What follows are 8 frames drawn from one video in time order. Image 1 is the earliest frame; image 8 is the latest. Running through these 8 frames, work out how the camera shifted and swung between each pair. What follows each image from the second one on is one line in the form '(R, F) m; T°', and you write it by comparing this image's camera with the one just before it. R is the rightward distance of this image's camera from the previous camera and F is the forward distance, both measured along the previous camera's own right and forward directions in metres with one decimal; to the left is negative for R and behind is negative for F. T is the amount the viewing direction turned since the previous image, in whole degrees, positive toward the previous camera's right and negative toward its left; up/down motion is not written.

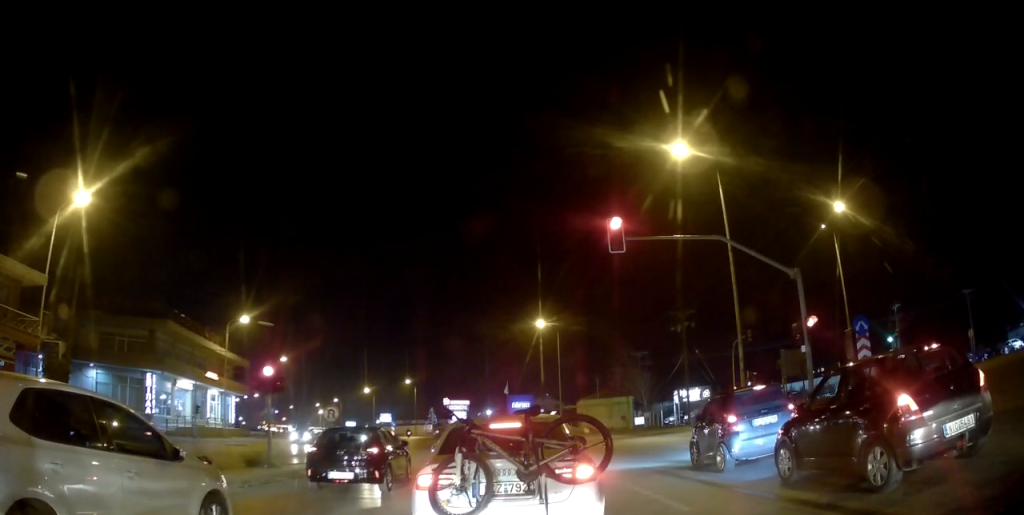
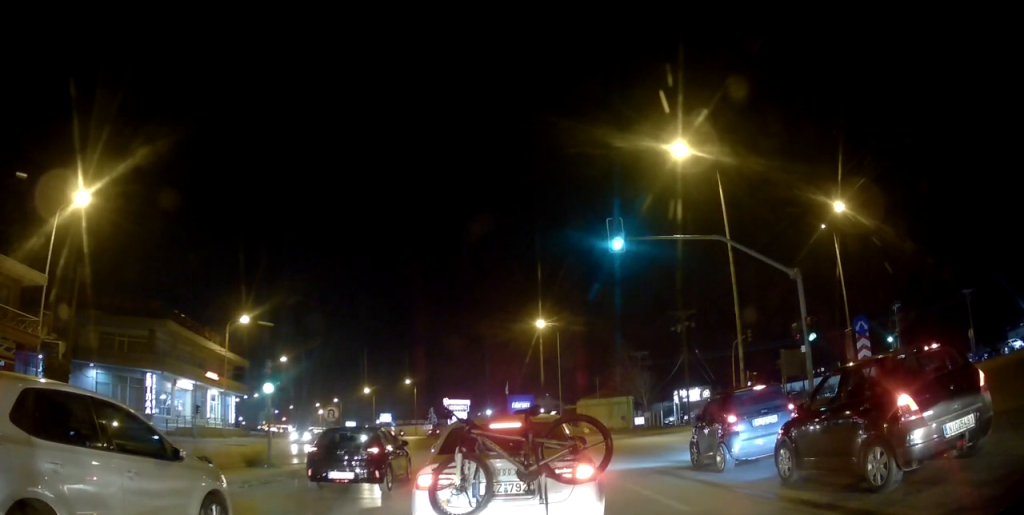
(0.0, 0.0) m; 0°
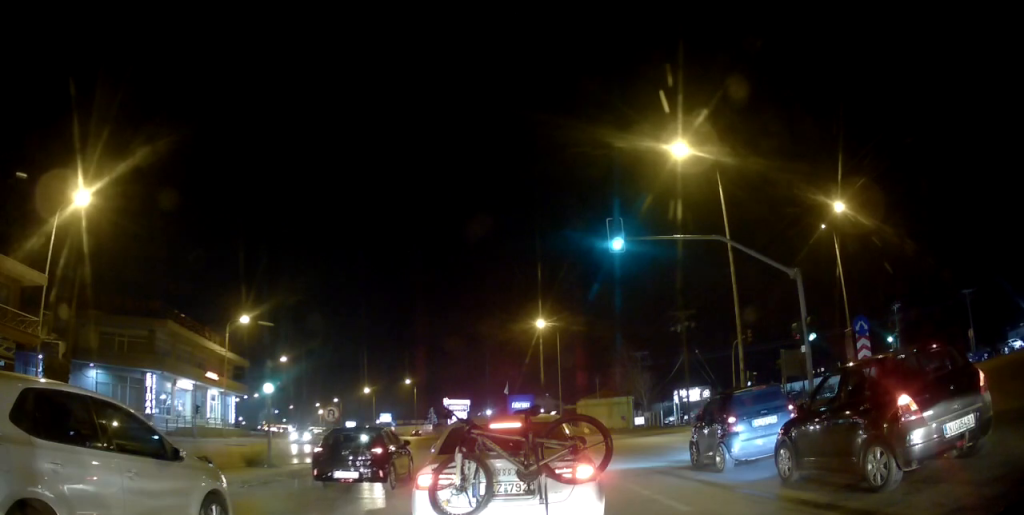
(0.0, 0.0) m; 0°
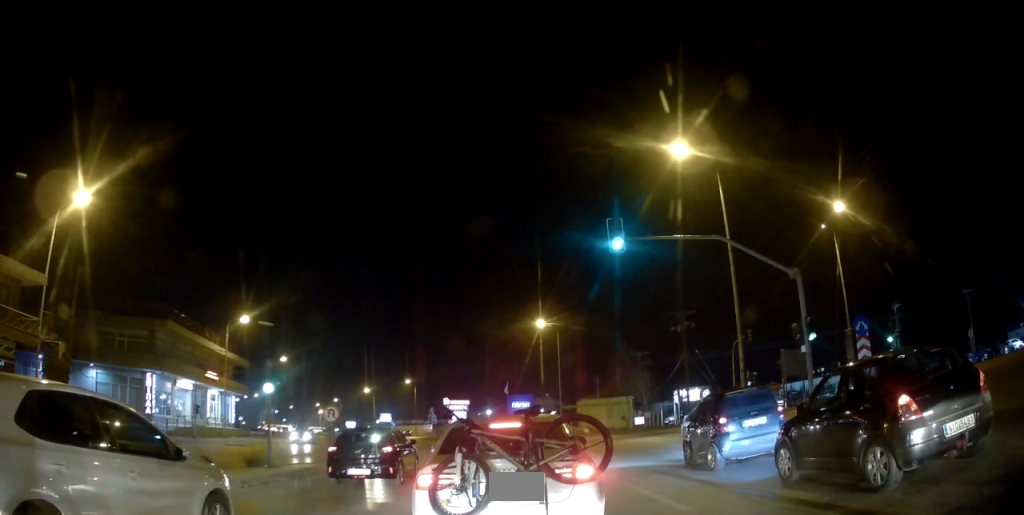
(0.0, 0.0) m; 0°
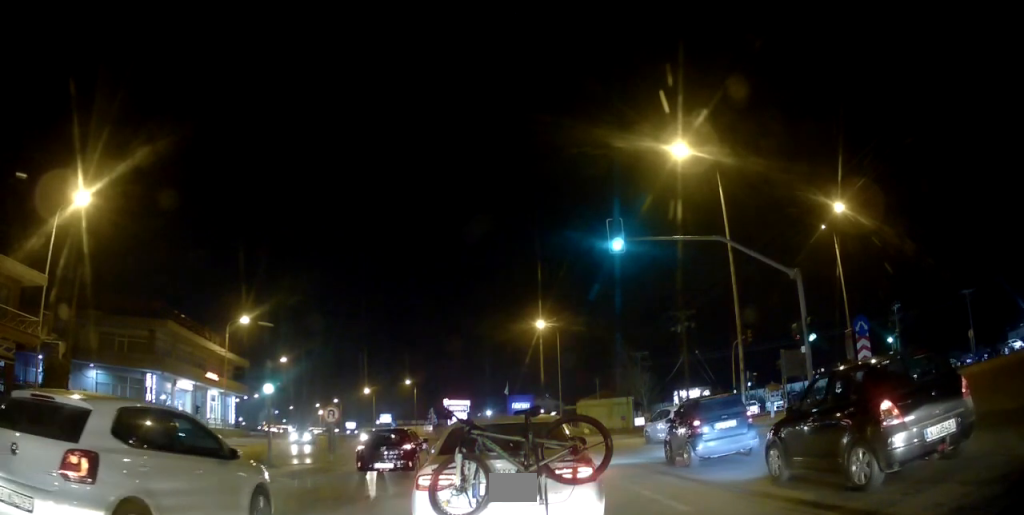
(0.0, 0.0) m; 0°
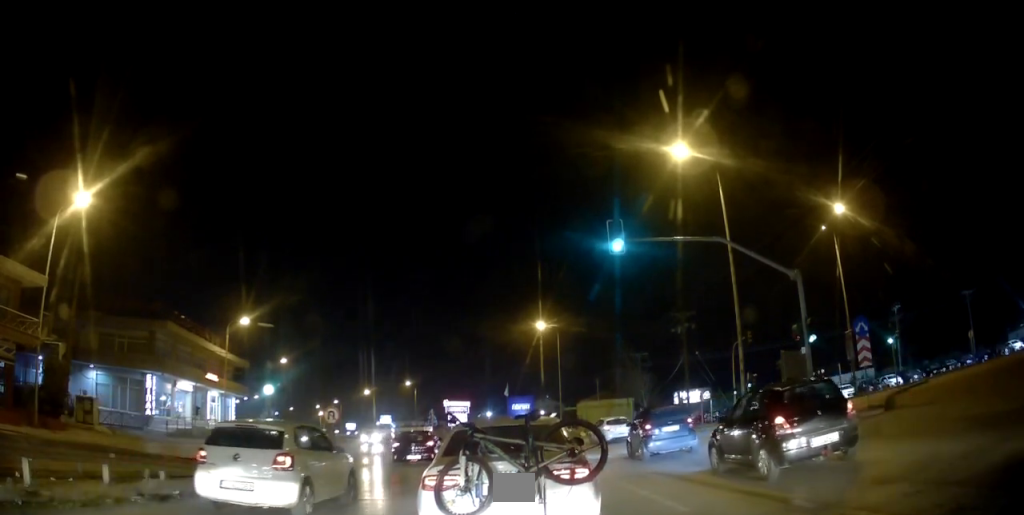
(0.0, 0.0) m; 0°
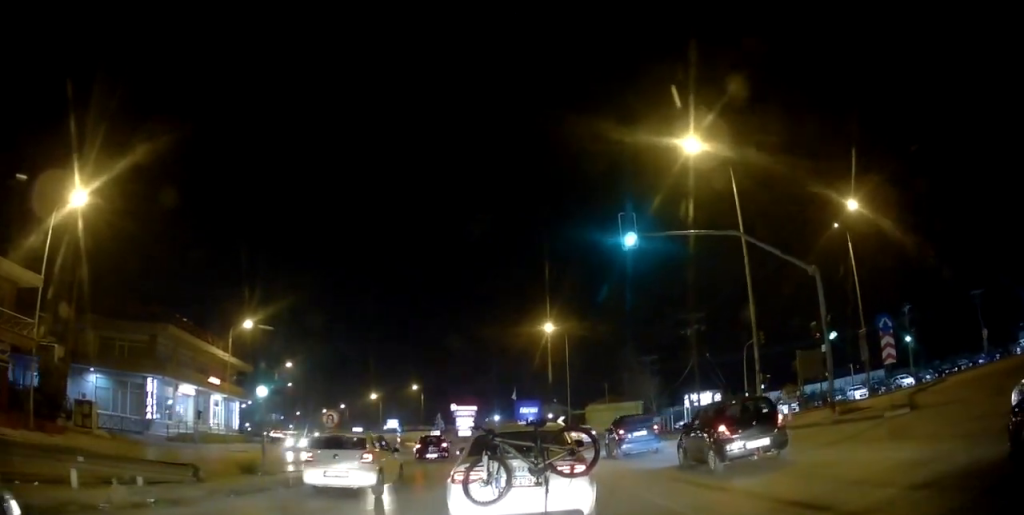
(0.0, +0.7) m; 0°
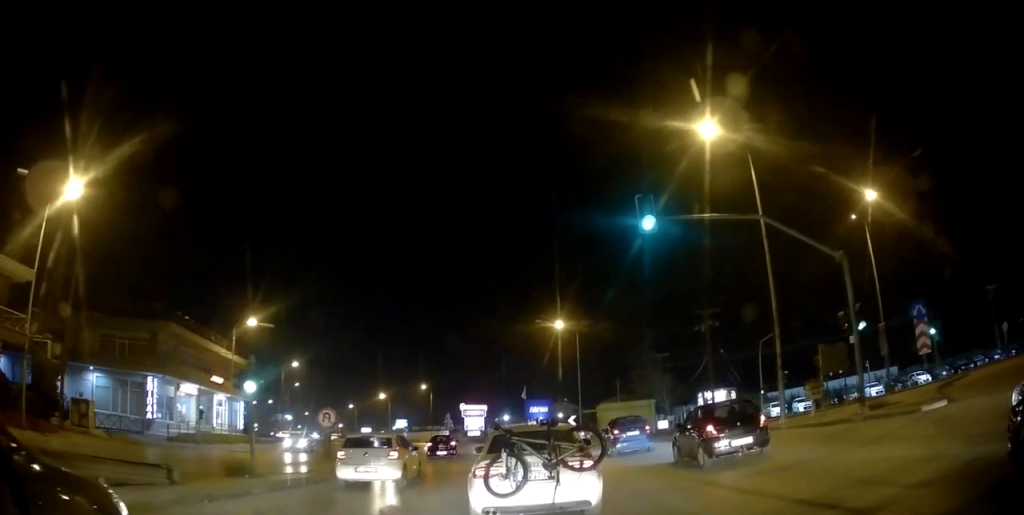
(0.0, +1.4) m; 0°
